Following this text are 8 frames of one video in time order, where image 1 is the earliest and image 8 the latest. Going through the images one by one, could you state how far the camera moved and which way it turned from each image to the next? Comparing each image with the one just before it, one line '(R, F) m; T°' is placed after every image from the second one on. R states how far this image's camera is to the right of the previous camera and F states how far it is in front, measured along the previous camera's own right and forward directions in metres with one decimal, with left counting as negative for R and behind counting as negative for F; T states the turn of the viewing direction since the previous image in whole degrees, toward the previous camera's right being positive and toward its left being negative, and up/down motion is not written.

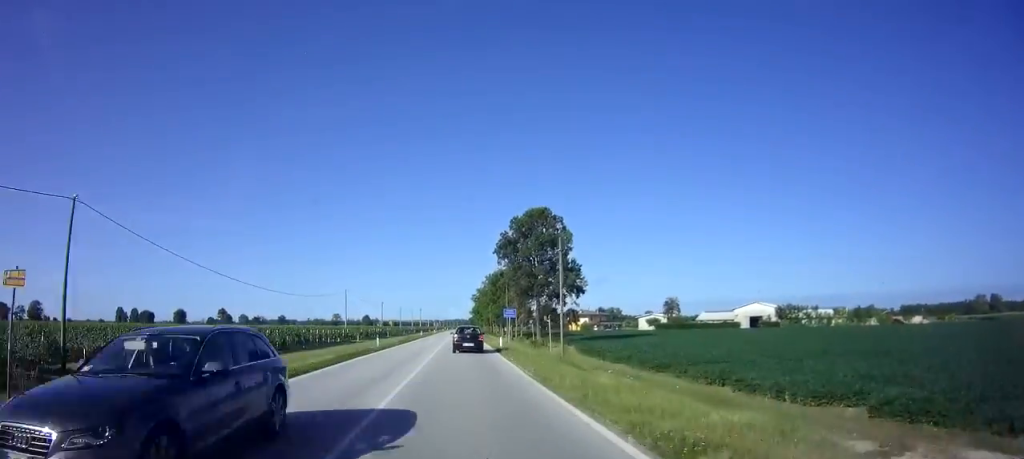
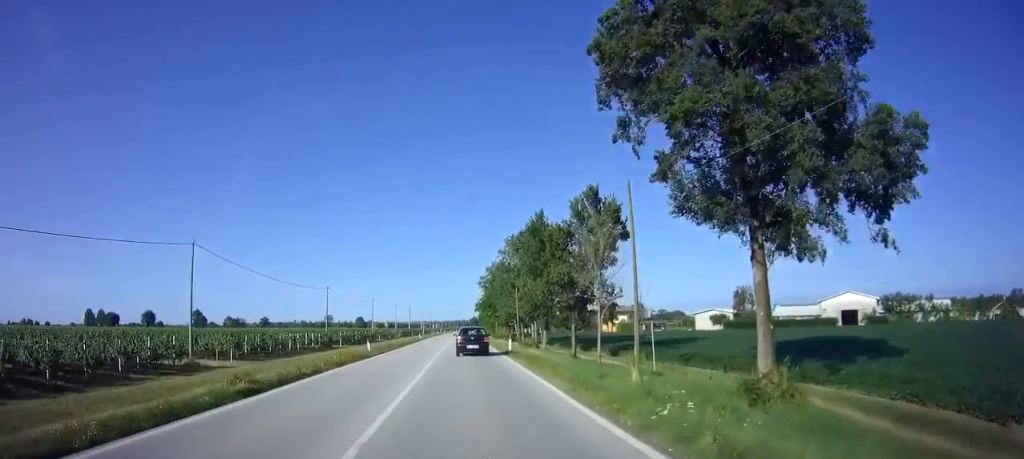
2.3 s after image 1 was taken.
(+0.2, +44.0) m; 0°
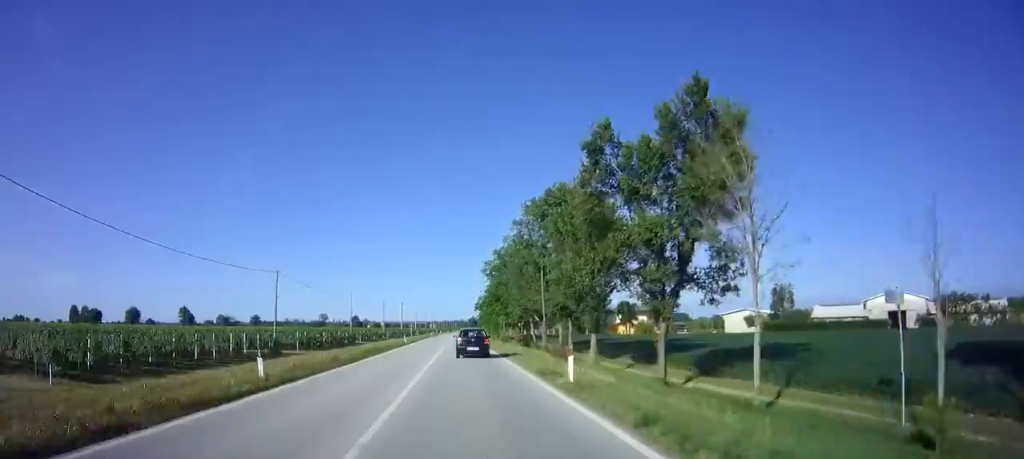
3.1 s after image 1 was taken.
(-0.2, +16.9) m; 0°
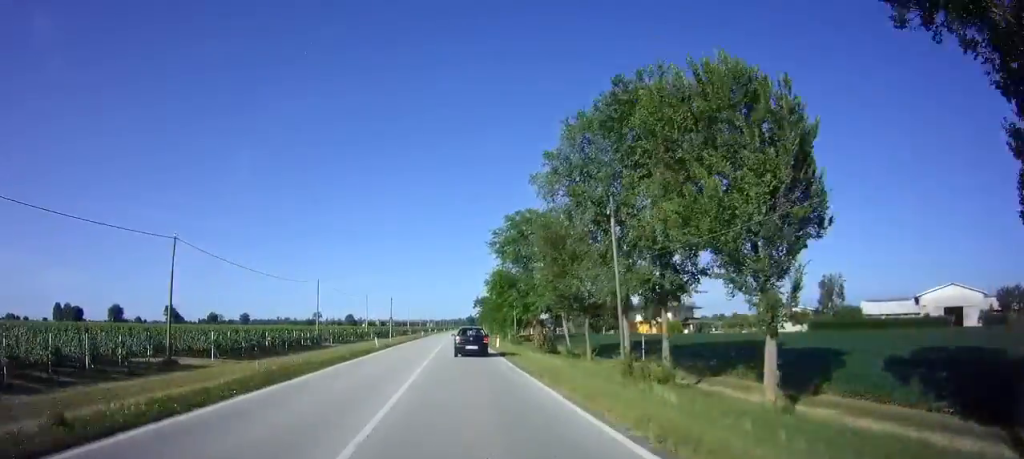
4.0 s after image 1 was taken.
(0.0, +17.0) m; +1°
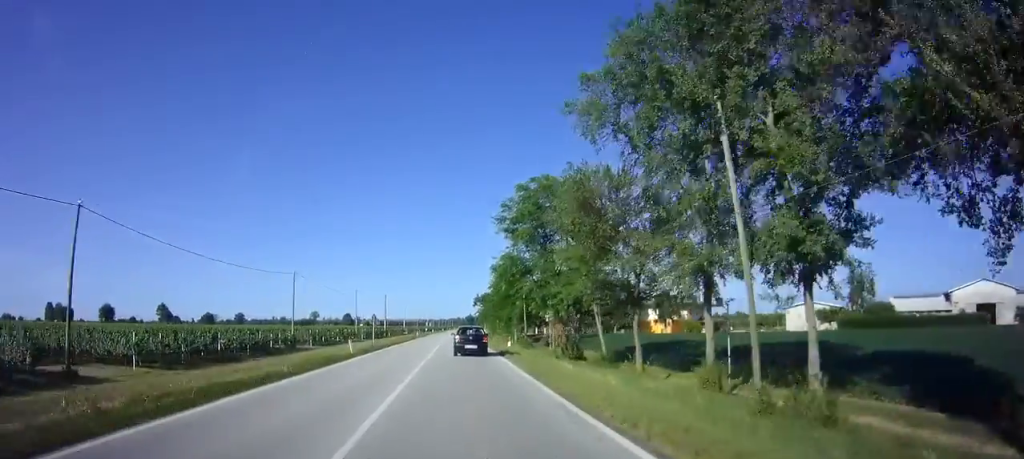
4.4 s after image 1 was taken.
(0.0, +8.5) m; 0°
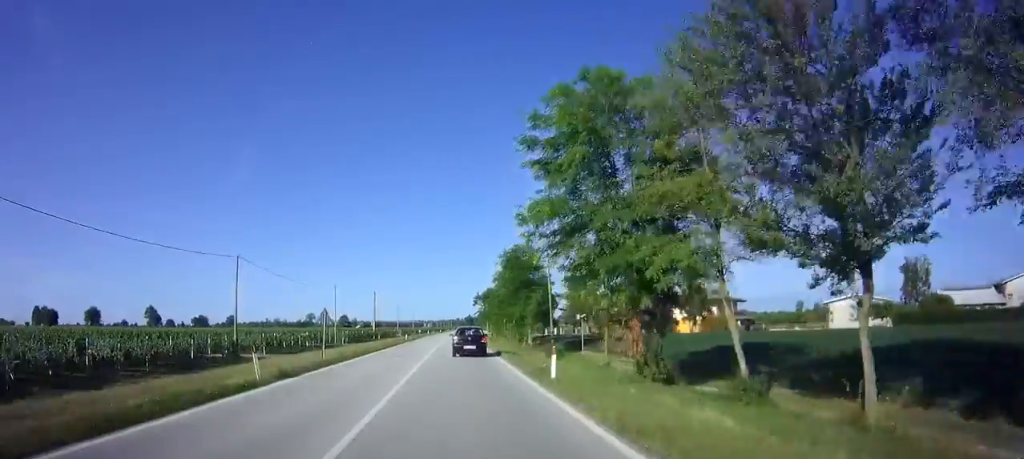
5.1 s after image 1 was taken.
(+0.2, +13.1) m; 0°
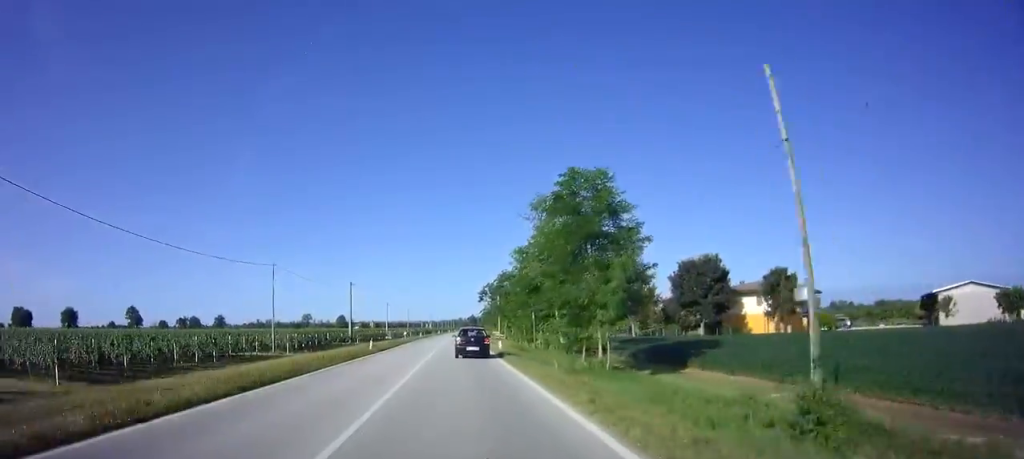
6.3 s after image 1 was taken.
(-0.1, +24.5) m; 0°
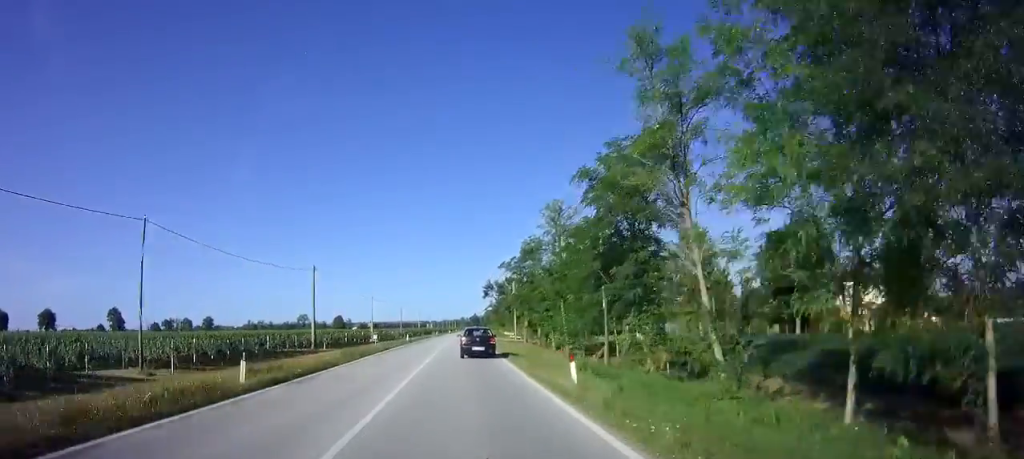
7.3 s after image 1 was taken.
(0.0, +20.1) m; -1°
